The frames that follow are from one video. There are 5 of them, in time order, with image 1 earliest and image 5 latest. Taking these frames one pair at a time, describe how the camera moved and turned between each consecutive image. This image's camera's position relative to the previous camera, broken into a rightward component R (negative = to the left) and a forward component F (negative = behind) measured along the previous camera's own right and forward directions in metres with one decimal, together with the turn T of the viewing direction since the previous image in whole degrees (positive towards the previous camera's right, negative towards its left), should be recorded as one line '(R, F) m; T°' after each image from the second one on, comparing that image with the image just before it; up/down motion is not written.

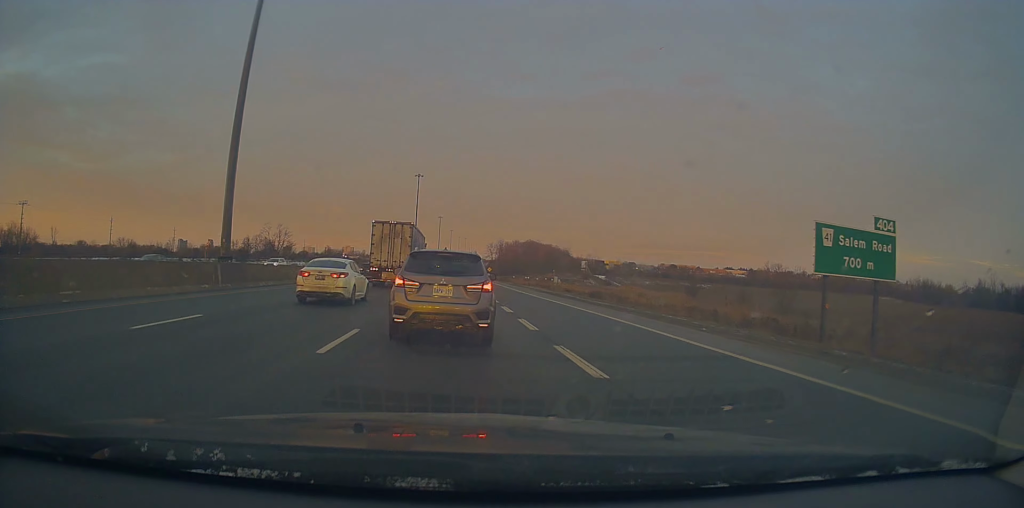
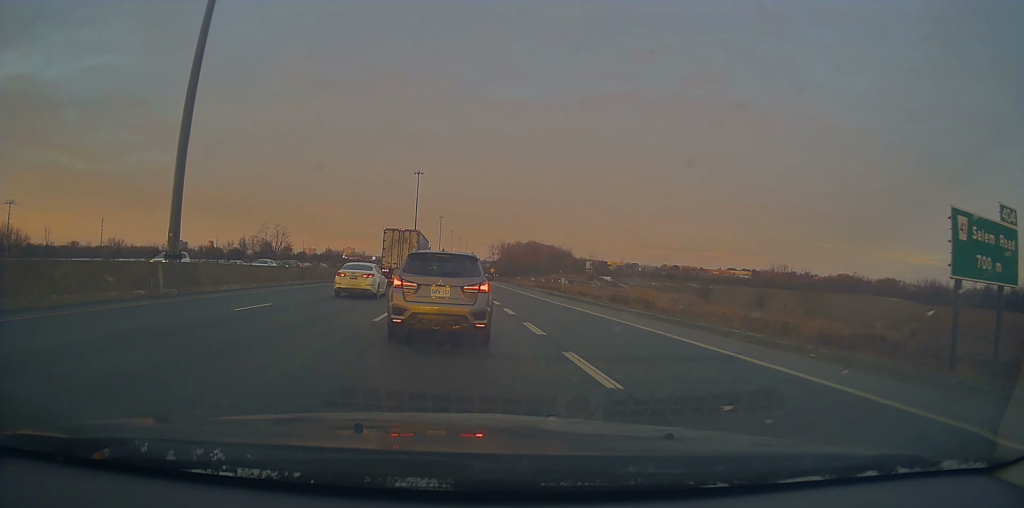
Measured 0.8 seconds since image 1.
(-0.2, +6.9) m; 0°
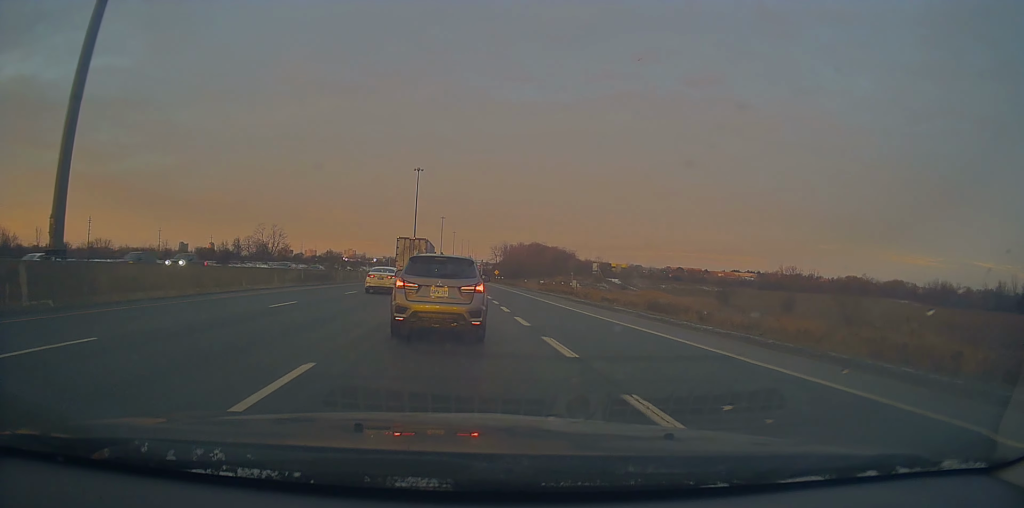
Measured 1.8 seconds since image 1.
(+0.2, +9.1) m; -1°
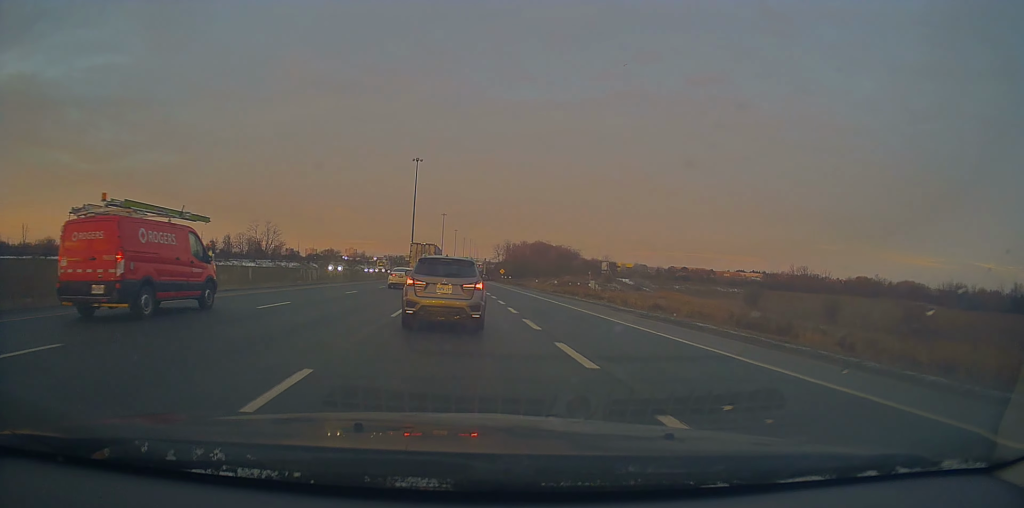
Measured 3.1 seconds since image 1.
(-0.4, +12.3) m; -1°
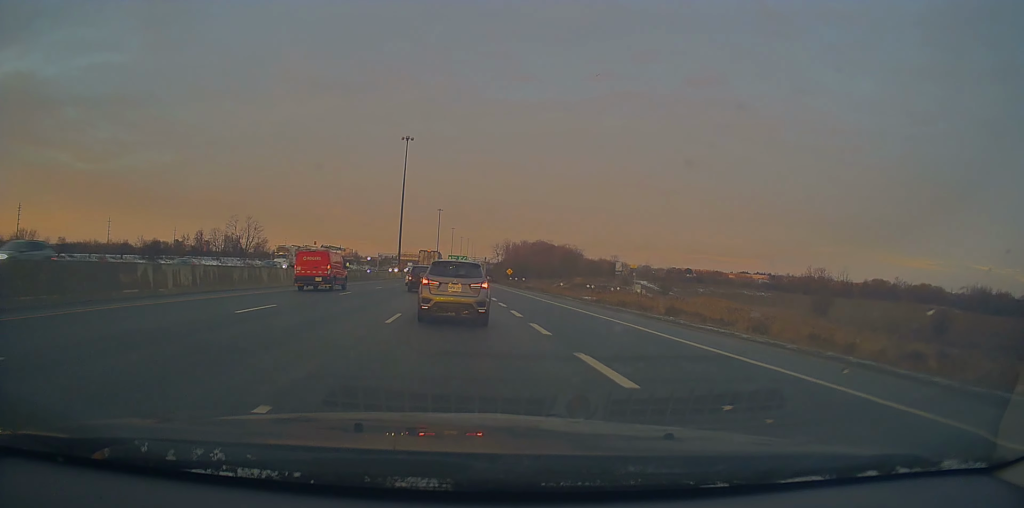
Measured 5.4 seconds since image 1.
(+0.7, +23.6) m; +2°
